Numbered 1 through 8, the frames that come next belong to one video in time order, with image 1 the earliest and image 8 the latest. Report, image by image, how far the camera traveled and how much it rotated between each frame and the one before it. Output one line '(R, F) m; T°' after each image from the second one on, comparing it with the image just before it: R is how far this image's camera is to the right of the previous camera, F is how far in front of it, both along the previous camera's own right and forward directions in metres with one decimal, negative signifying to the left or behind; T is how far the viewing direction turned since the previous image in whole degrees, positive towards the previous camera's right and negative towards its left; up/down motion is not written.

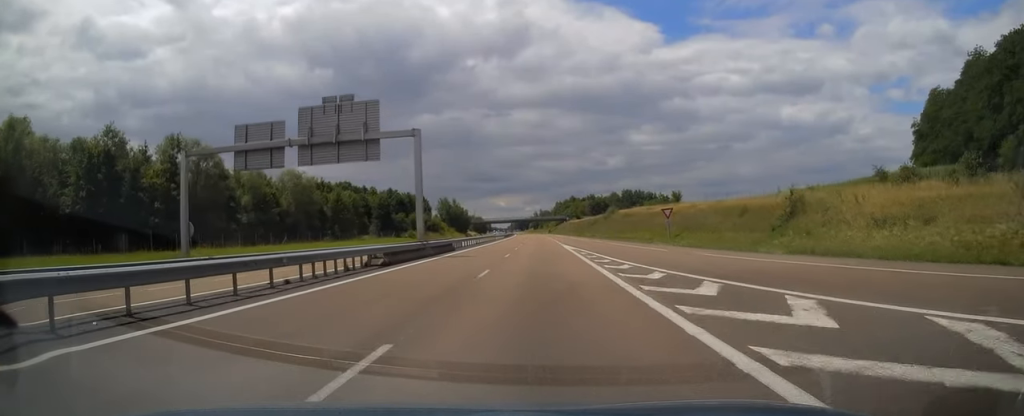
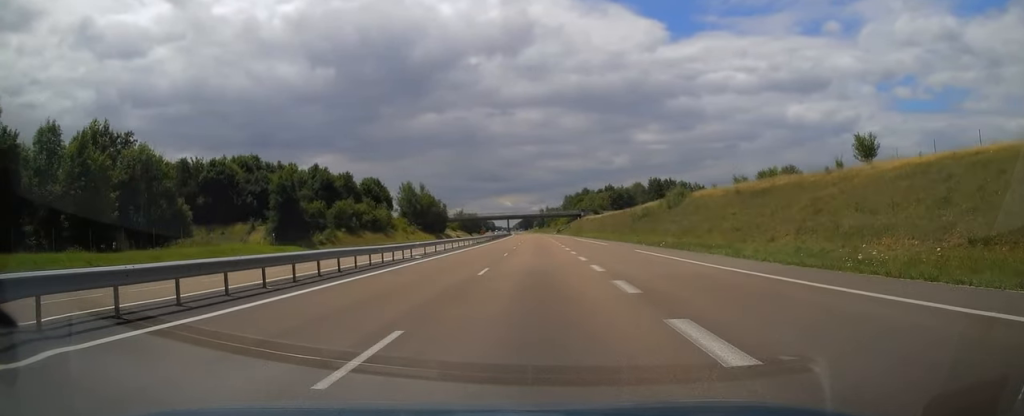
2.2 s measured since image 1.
(0.0, +66.3) m; 0°
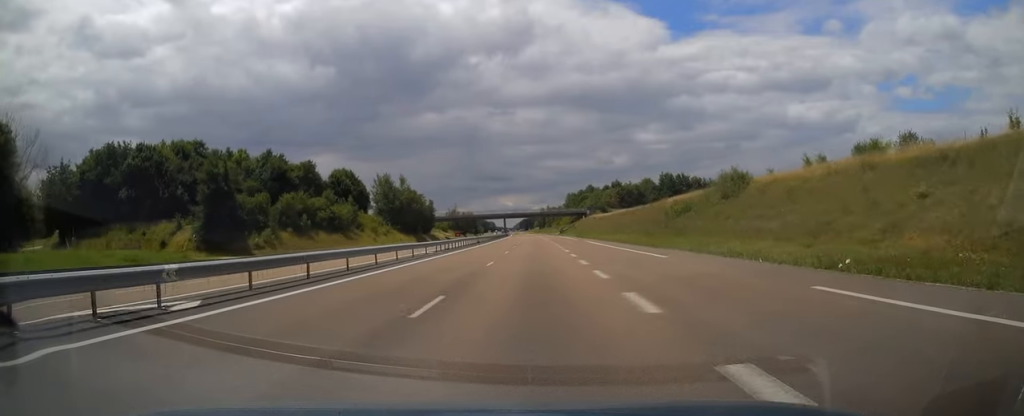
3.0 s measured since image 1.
(-0.1, +22.6) m; 0°
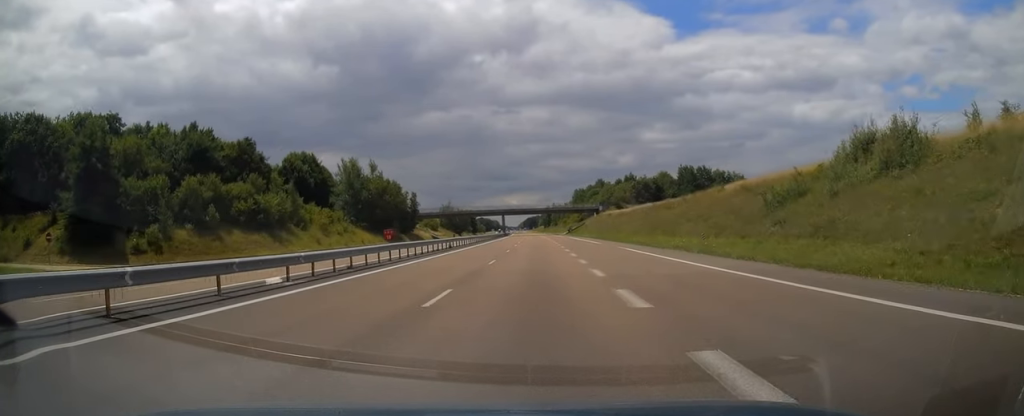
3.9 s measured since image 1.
(0.0, +25.5) m; 0°
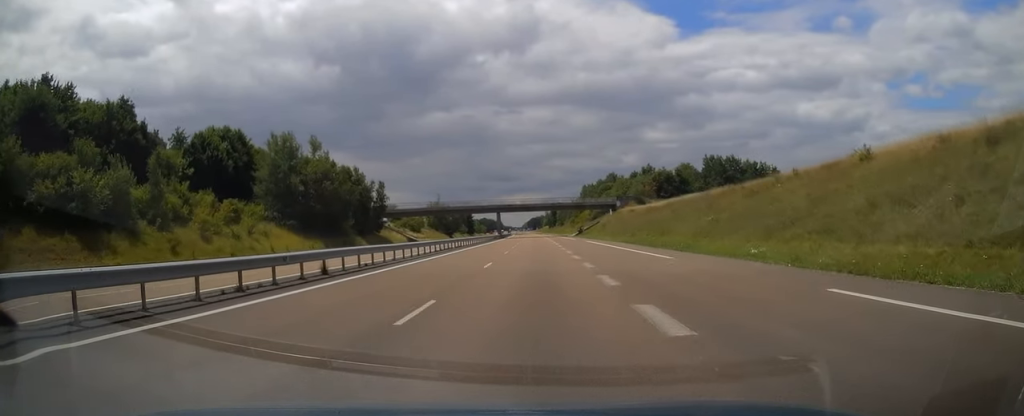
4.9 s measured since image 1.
(-0.1, +28.9) m; 0°
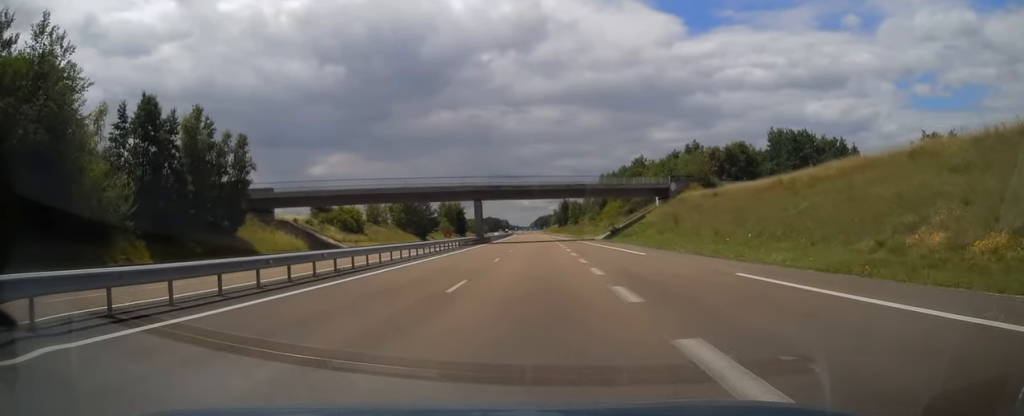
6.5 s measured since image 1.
(-0.1, +49.0) m; 0°
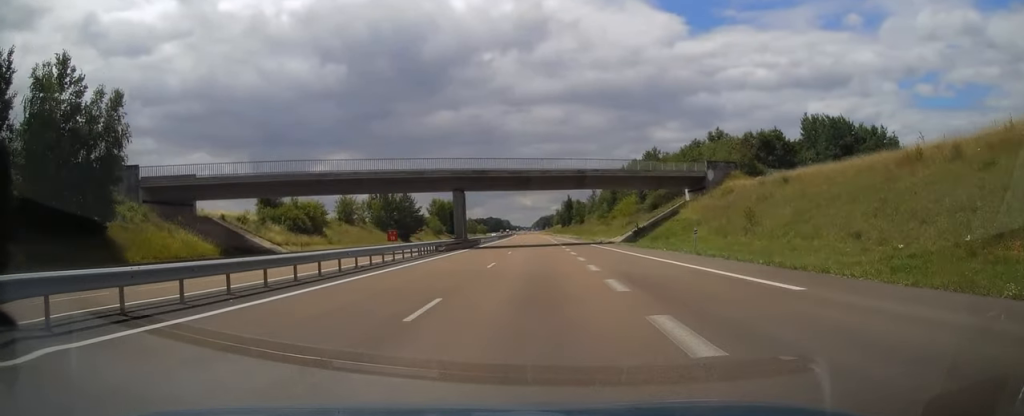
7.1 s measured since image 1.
(0.0, +17.6) m; 0°
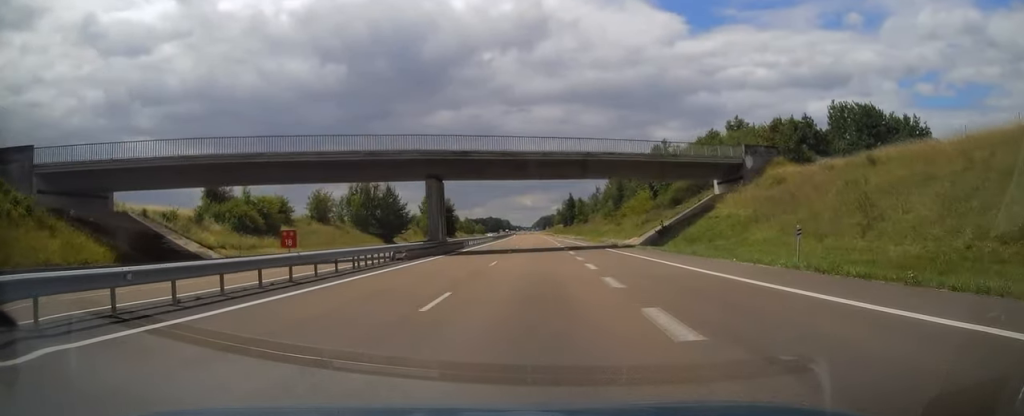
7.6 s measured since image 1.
(+0.1, +12.3) m; 0°
